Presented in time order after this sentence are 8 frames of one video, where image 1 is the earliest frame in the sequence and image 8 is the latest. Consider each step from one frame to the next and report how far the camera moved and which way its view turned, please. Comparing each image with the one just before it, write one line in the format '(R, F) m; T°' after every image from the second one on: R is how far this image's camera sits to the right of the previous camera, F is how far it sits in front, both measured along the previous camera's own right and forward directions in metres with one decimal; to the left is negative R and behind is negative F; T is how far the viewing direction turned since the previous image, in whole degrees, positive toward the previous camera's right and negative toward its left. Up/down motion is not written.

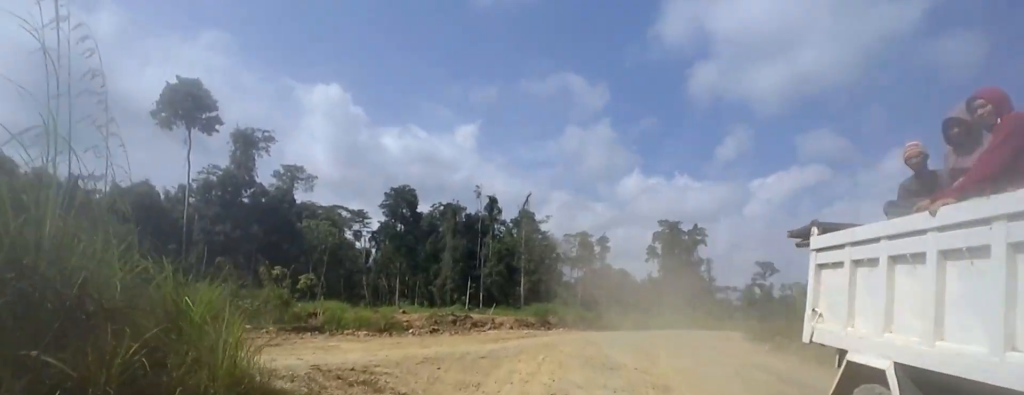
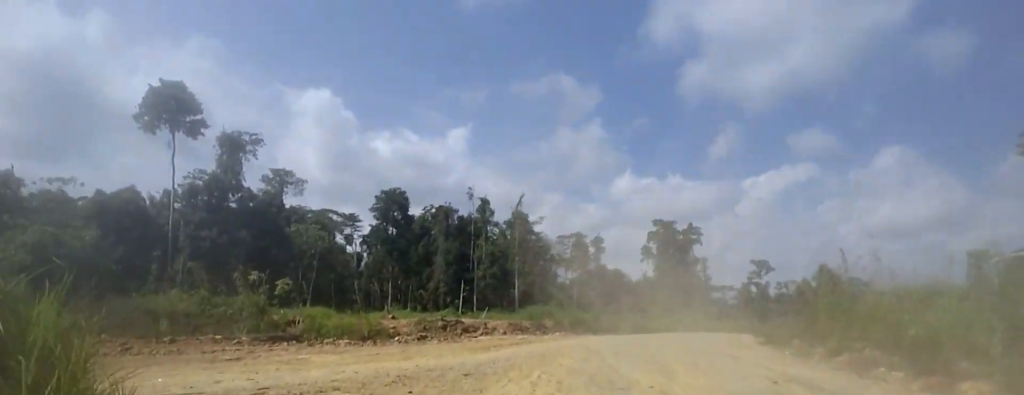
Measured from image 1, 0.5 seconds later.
(0.0, +2.0) m; 0°
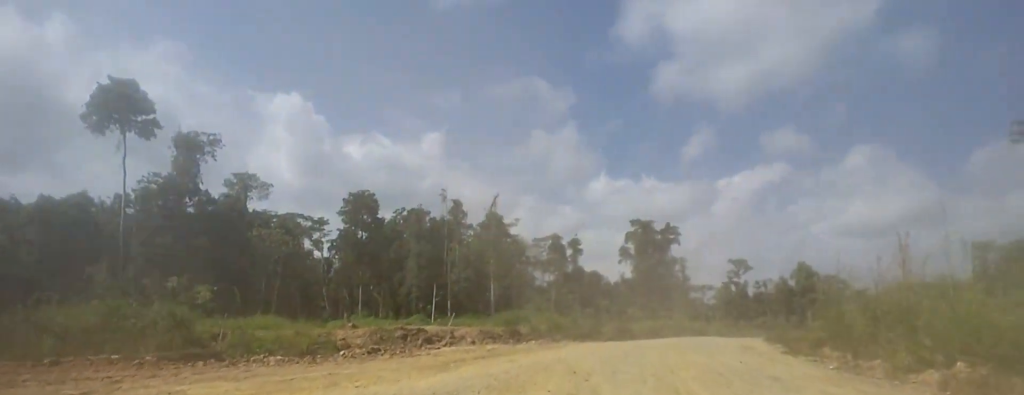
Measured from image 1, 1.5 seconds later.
(0.0, +4.2) m; 0°
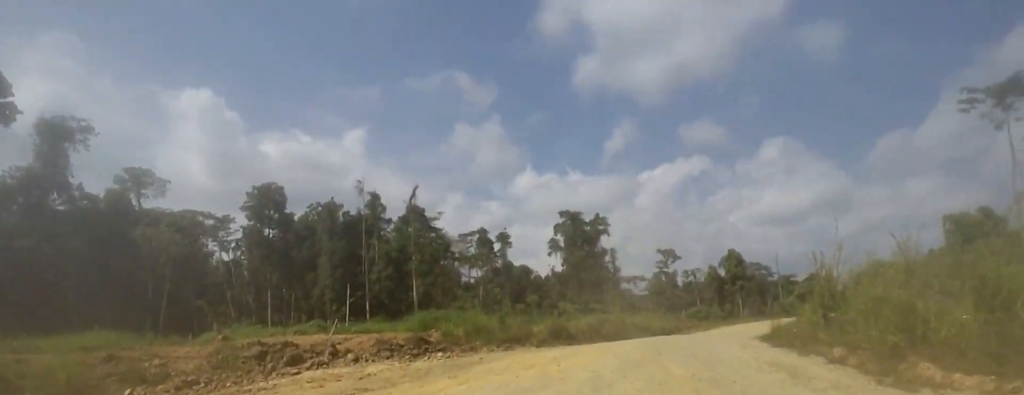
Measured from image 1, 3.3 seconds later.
(+1.8, +6.9) m; +17°
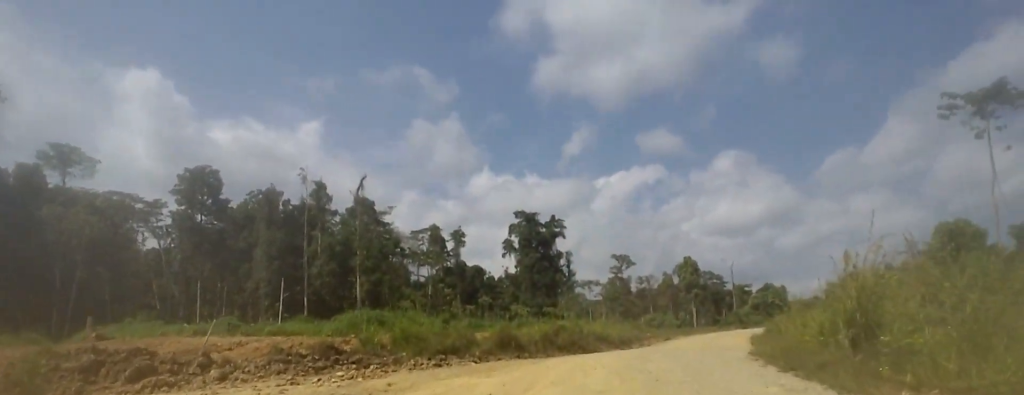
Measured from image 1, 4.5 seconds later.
(-0.9, +5.5) m; -6°
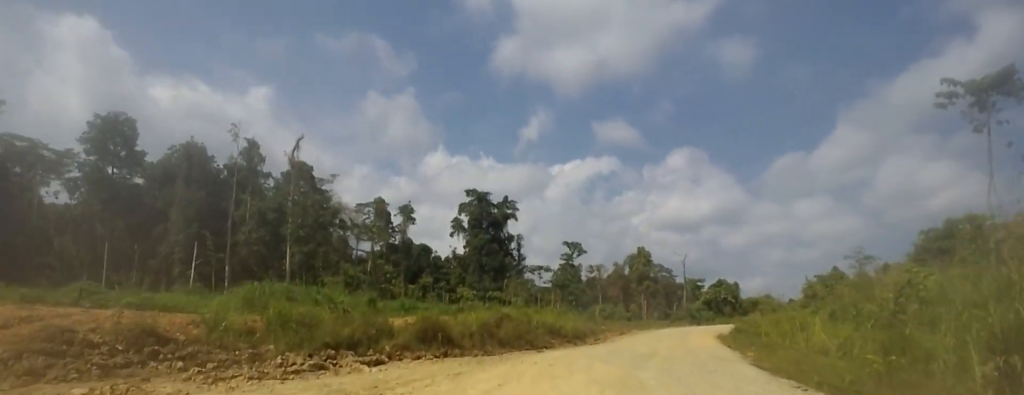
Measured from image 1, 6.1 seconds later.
(+0.2, +8.0) m; +9°
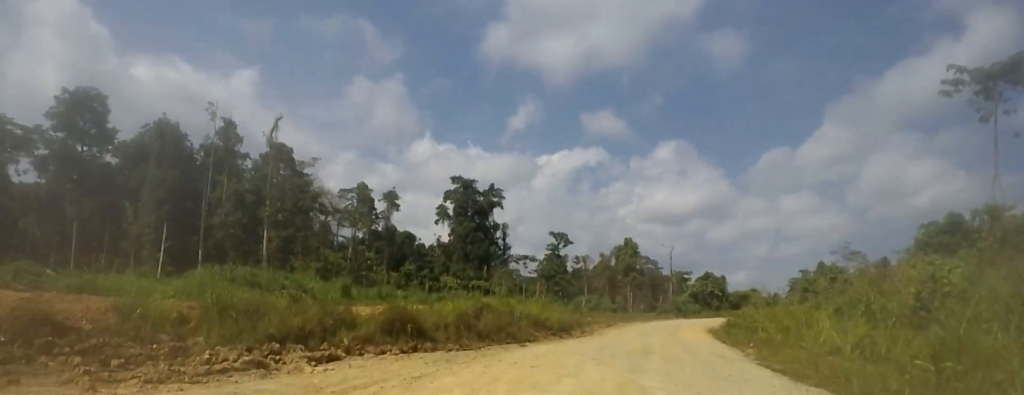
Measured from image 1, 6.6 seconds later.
(-0.2, +2.5) m; +5°
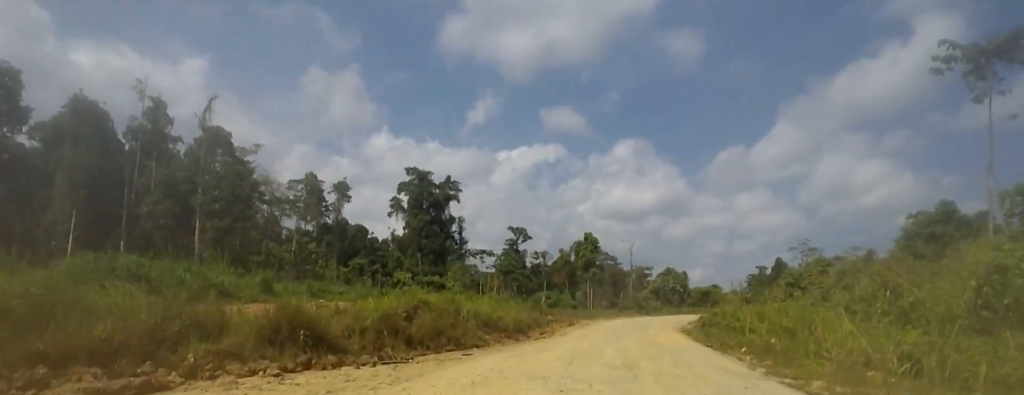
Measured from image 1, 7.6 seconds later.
(+1.3, +5.5) m; +2°
